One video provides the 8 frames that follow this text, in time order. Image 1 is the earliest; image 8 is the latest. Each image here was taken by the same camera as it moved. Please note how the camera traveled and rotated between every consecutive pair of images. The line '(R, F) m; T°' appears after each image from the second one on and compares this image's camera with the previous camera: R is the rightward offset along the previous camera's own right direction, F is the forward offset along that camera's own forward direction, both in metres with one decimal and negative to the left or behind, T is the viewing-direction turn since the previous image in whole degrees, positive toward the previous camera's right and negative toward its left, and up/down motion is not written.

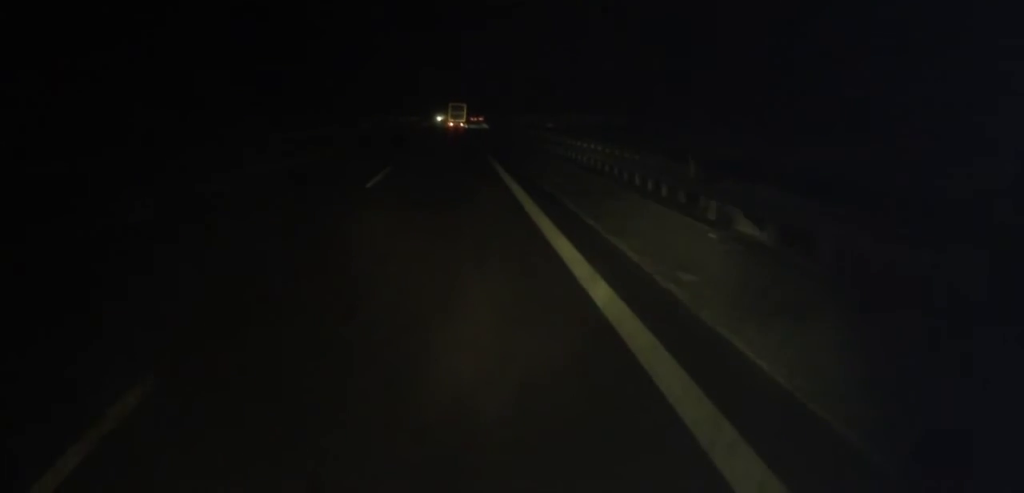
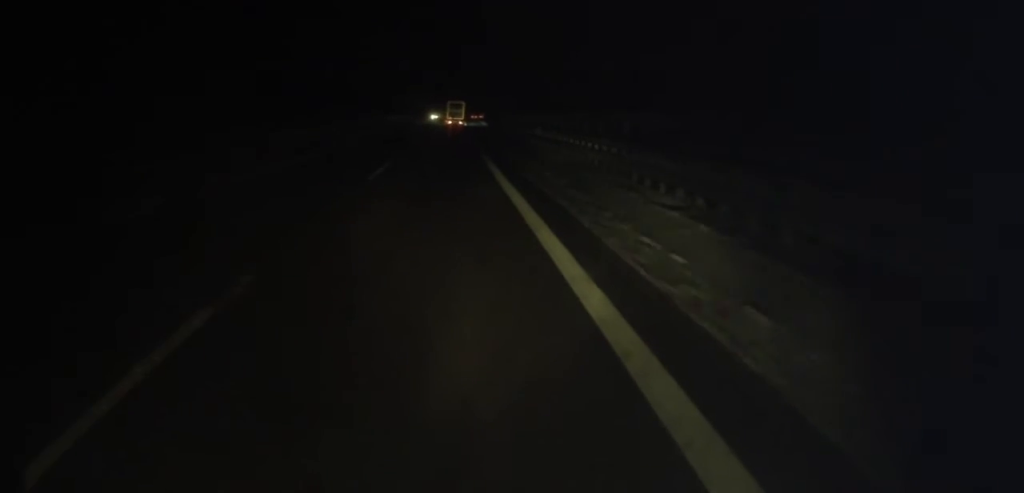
(+0.1, +15.0) m; 0°
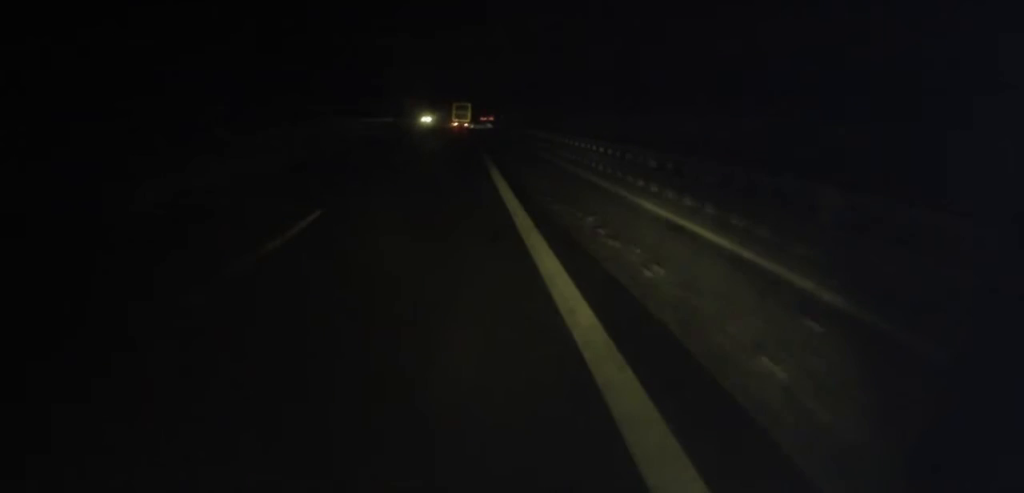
(0.0, +31.0) m; 0°
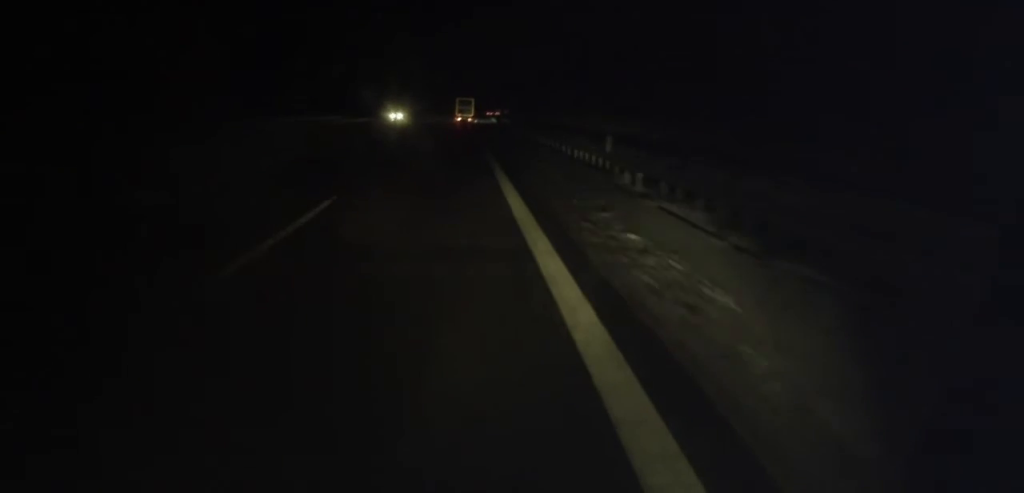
(0.0, +35.6) m; 0°
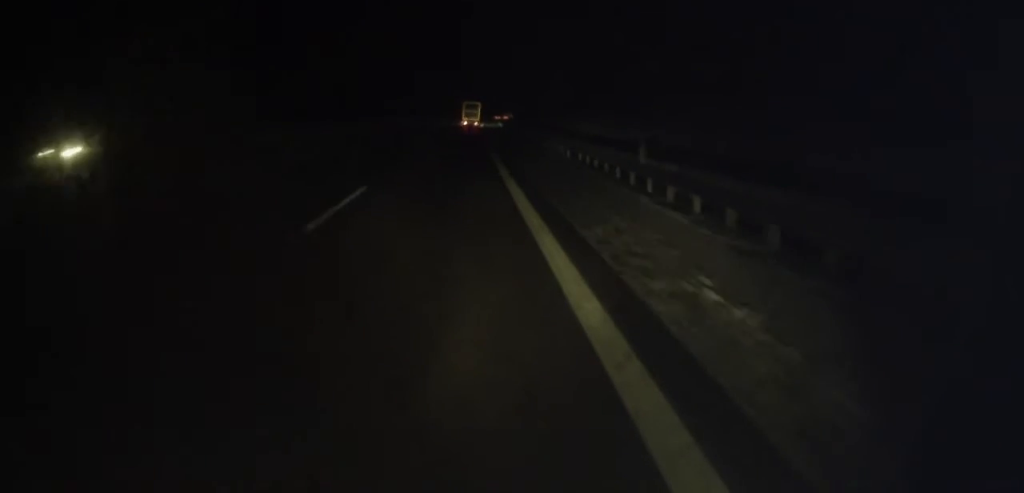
(+0.1, +52.5) m; 0°
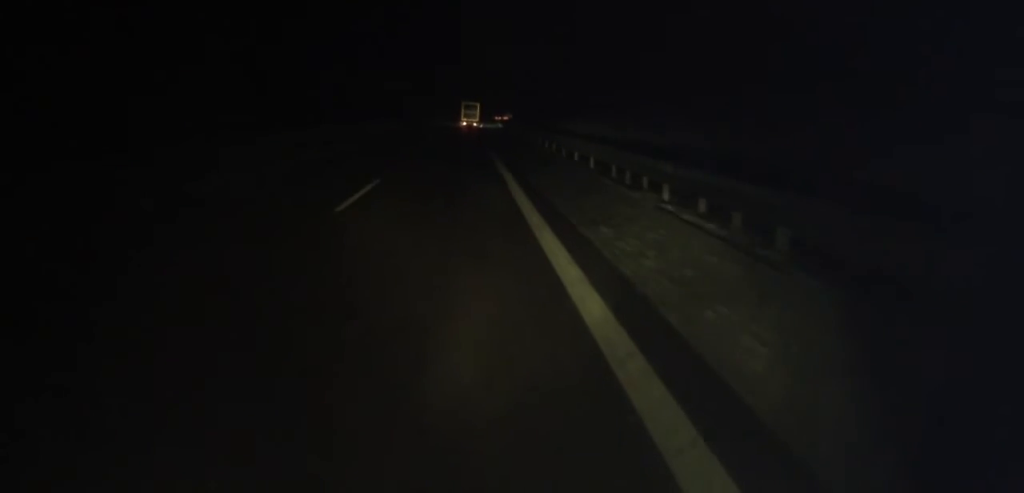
(0.0, +17.5) m; 0°
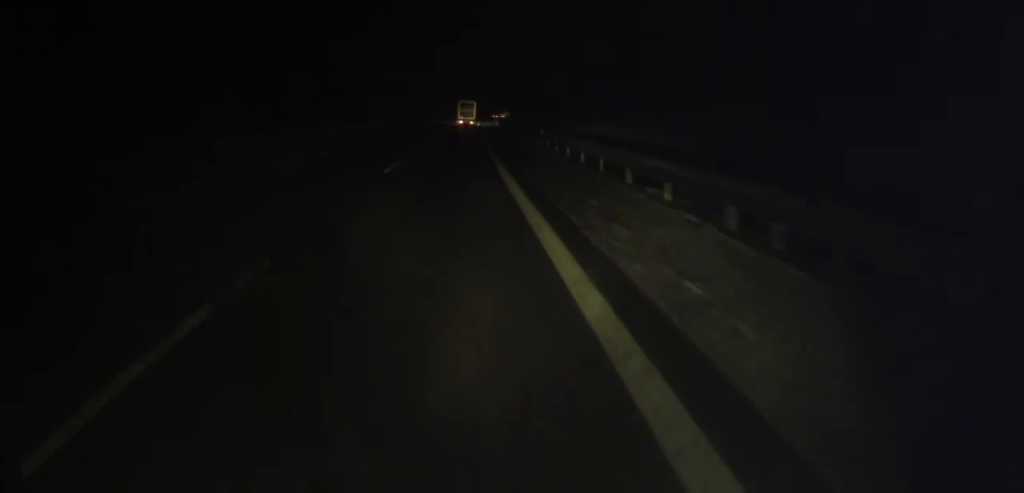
(0.0, +11.2) m; 0°
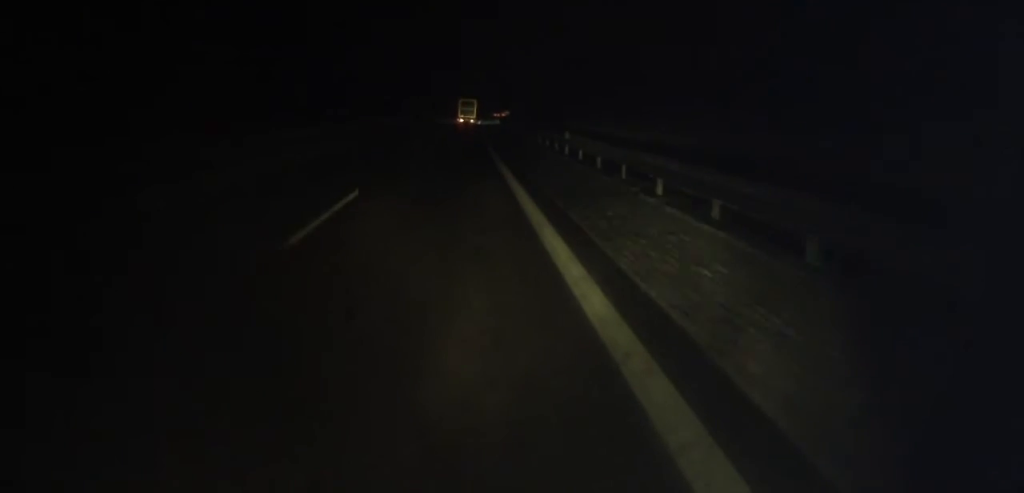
(0.0, +12.4) m; 0°
